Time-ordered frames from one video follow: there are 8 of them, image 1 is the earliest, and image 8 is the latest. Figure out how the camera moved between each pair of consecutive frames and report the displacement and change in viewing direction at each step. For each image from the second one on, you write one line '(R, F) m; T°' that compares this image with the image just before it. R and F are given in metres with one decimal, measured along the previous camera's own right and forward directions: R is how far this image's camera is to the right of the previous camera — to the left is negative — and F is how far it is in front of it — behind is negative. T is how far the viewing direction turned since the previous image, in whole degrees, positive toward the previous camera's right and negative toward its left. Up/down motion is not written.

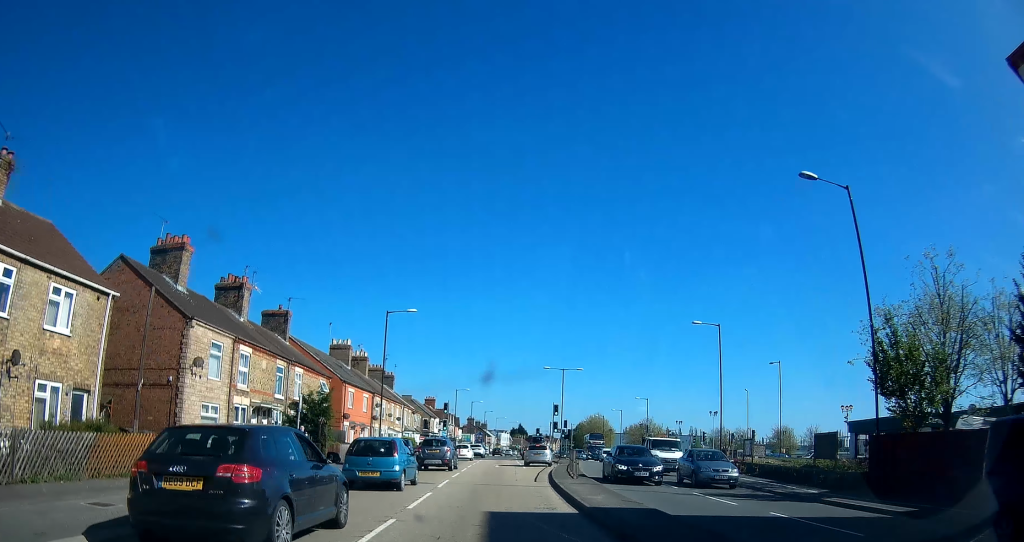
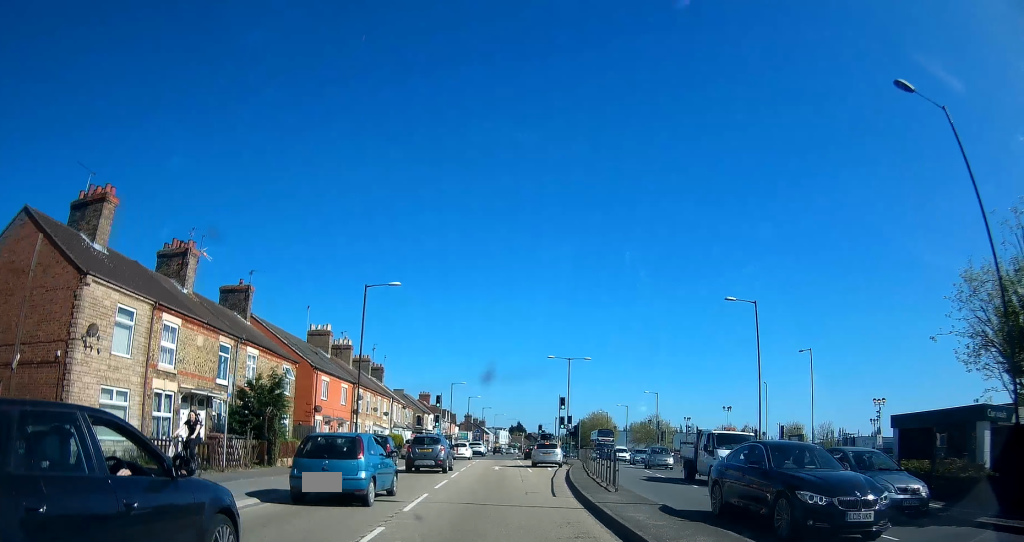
(0.0, +6.8) m; 0°
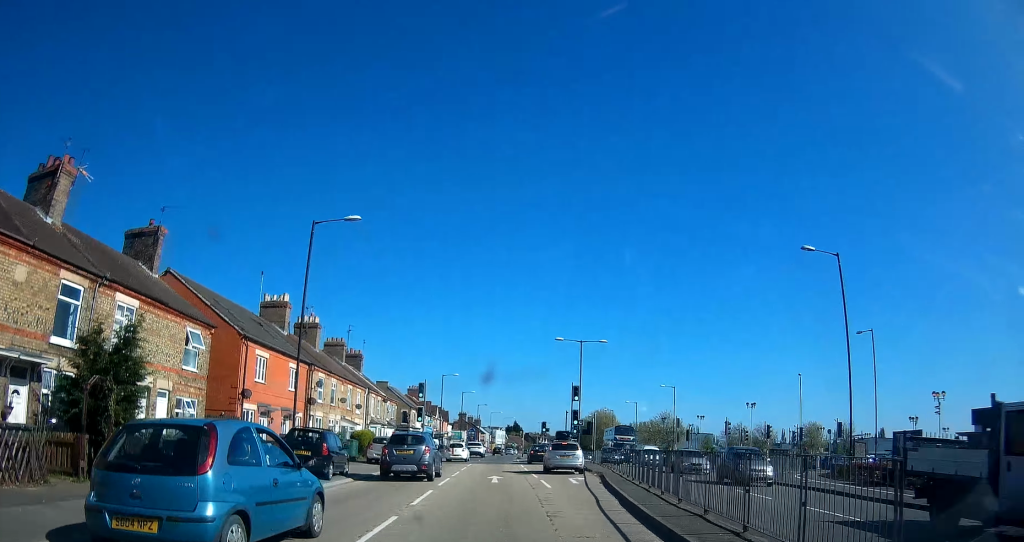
(0.0, +10.5) m; 0°
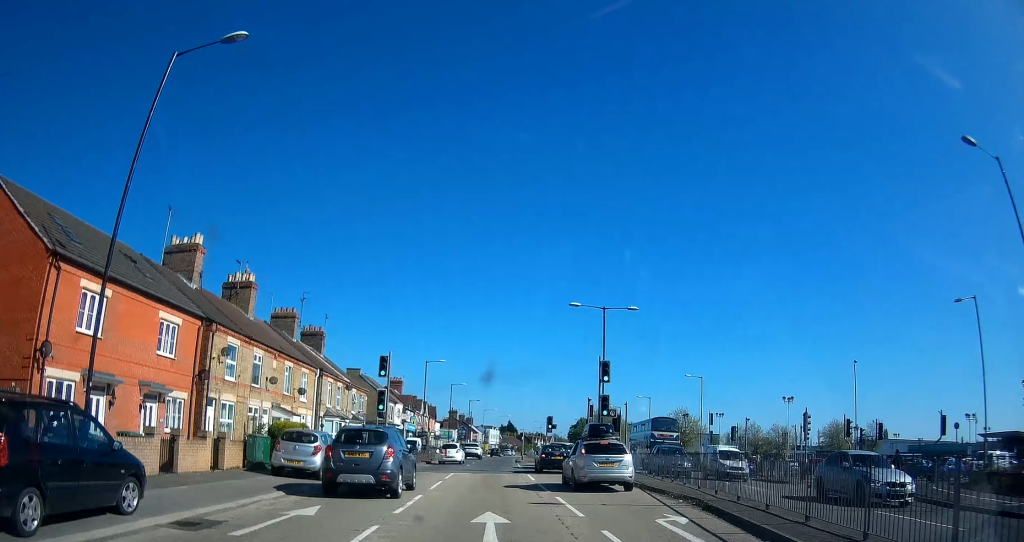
(+0.1, +13.0) m; 0°
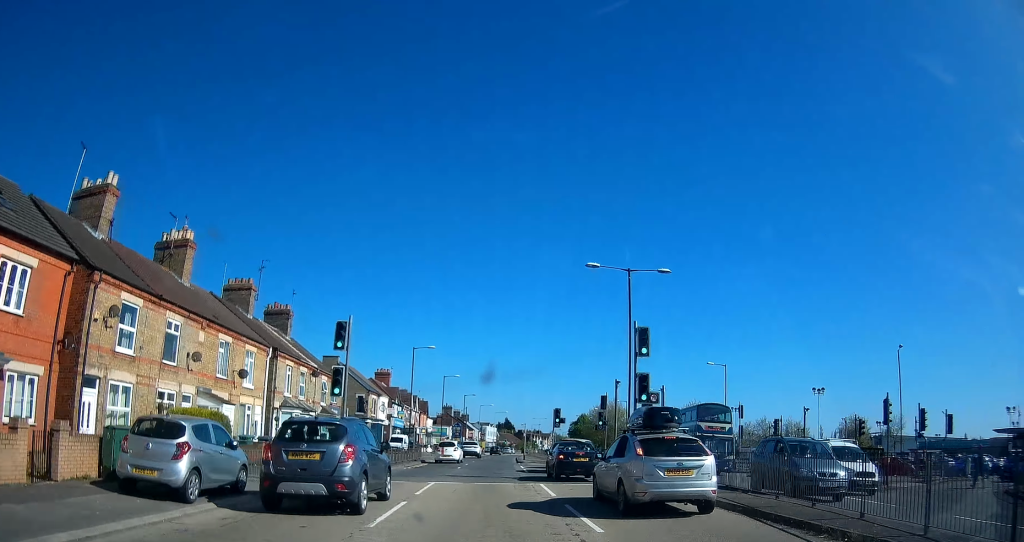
(-0.1, +8.1) m; 0°
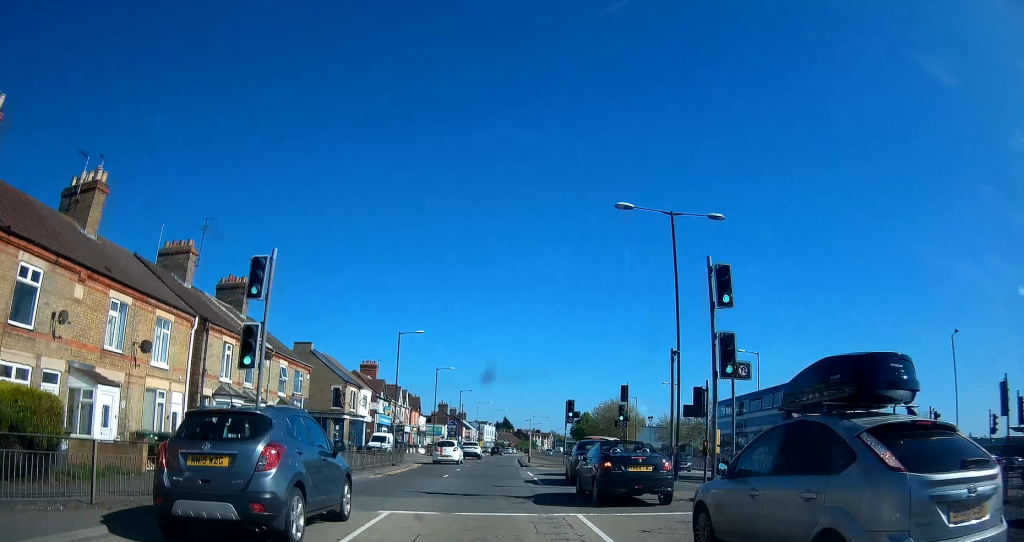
(0.0, +8.2) m; +1°
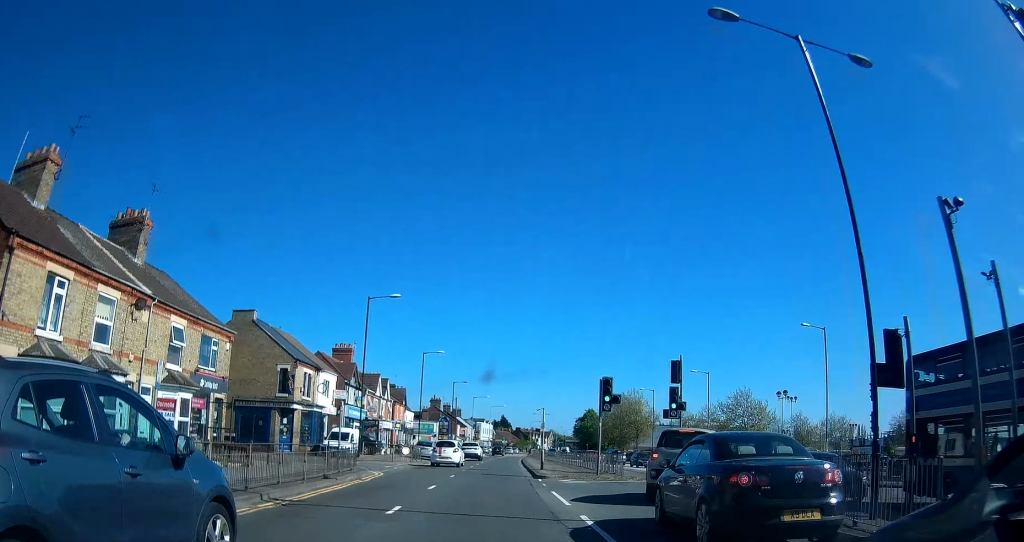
(0.0, +12.1) m; +2°
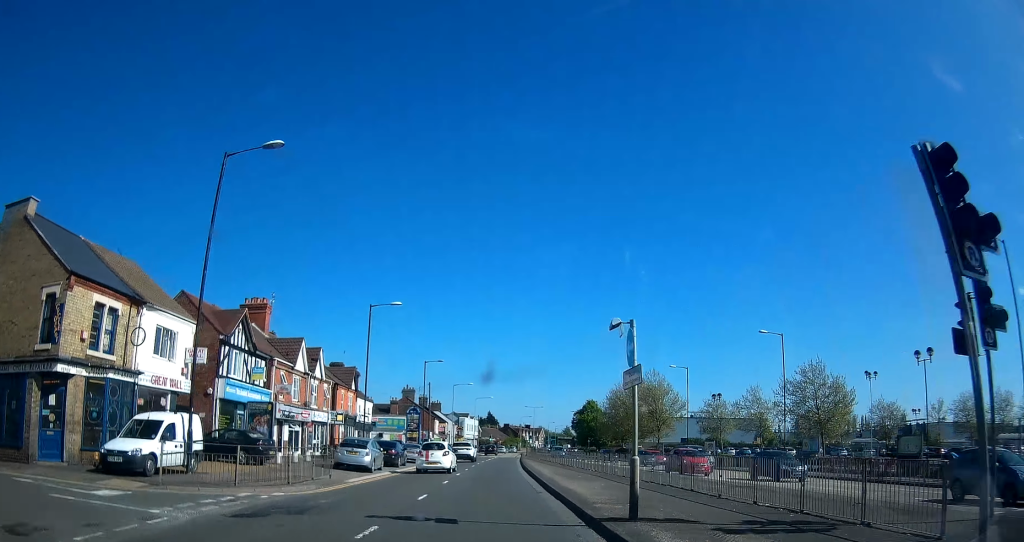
(+0.3, +20.6) m; -1°
